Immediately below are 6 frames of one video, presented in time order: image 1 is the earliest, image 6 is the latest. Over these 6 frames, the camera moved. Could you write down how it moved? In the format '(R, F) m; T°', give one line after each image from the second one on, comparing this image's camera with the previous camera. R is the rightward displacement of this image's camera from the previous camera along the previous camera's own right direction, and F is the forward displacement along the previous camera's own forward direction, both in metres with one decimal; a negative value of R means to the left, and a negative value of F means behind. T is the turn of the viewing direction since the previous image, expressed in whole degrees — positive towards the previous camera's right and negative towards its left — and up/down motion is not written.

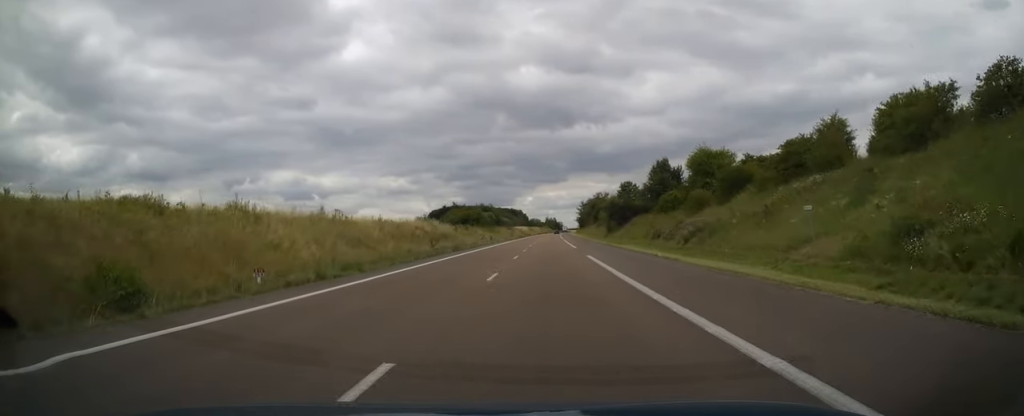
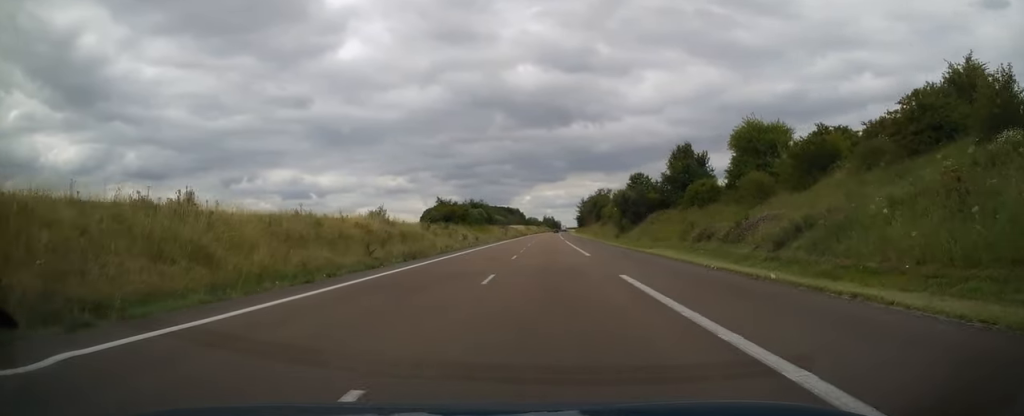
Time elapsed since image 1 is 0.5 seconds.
(-0.1, +14.3) m; 0°
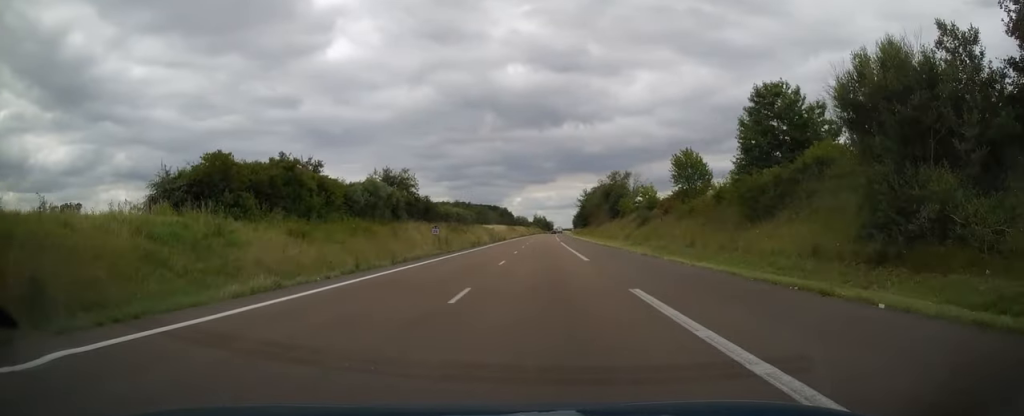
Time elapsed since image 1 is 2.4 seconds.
(+0.2, +56.4) m; 0°
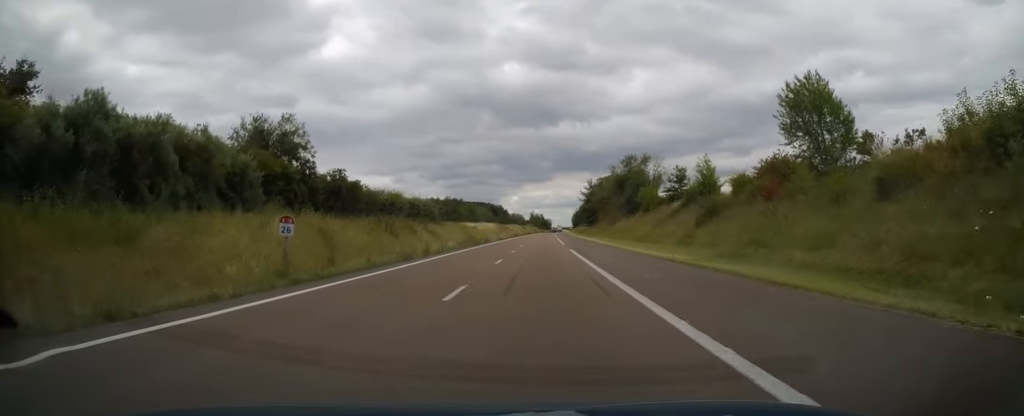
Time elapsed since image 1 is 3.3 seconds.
(+0.2, +25.9) m; 0°
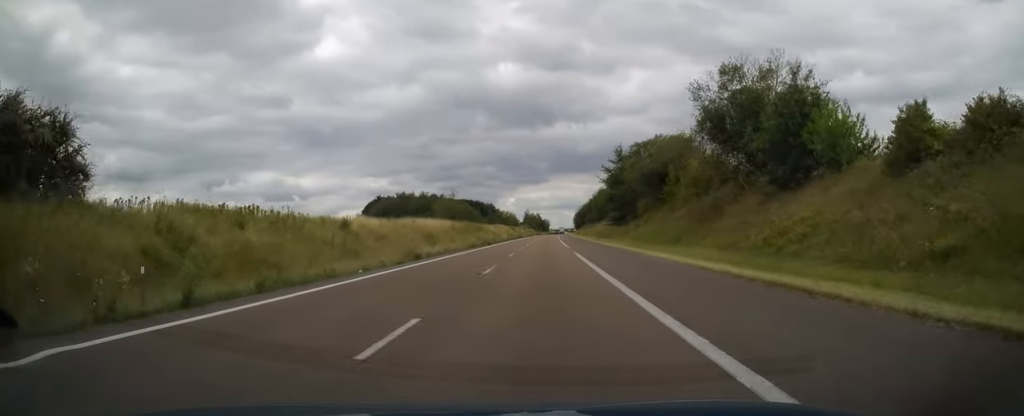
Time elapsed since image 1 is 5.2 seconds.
(+0.2, +57.7) m; 0°
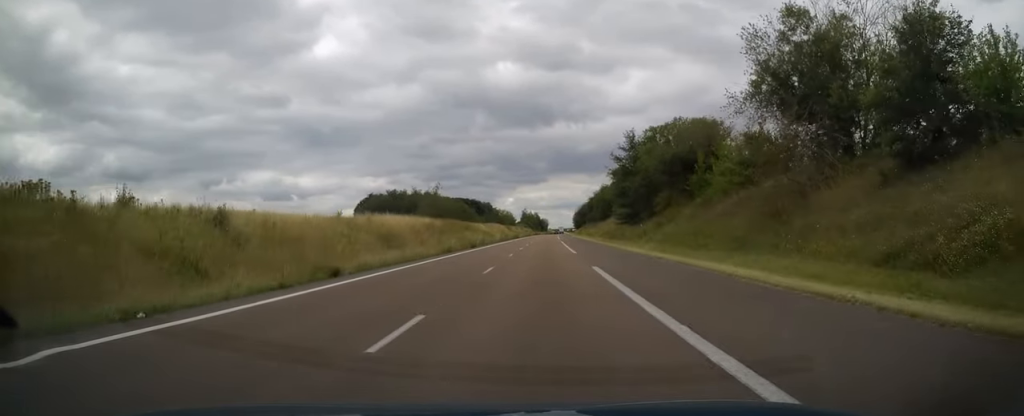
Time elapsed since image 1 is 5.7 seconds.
(0.0, +12.7) m; 0°
